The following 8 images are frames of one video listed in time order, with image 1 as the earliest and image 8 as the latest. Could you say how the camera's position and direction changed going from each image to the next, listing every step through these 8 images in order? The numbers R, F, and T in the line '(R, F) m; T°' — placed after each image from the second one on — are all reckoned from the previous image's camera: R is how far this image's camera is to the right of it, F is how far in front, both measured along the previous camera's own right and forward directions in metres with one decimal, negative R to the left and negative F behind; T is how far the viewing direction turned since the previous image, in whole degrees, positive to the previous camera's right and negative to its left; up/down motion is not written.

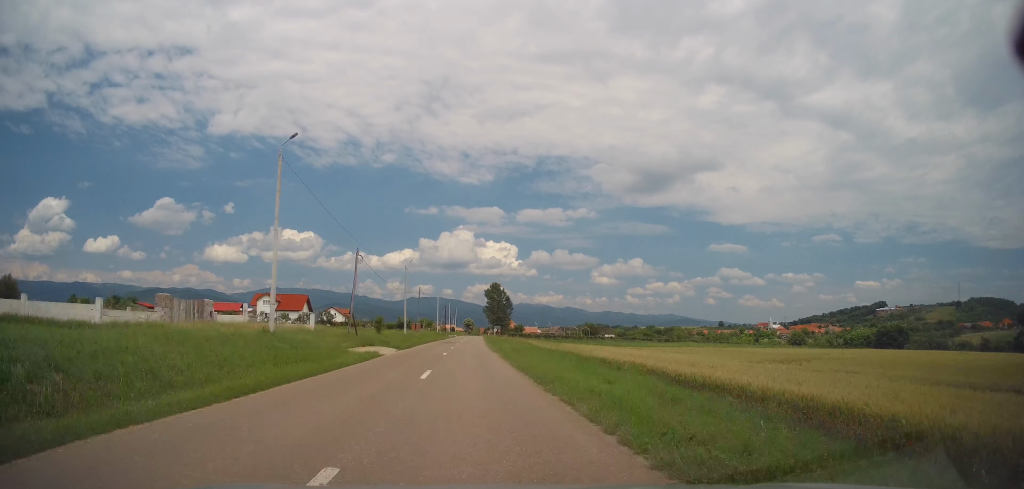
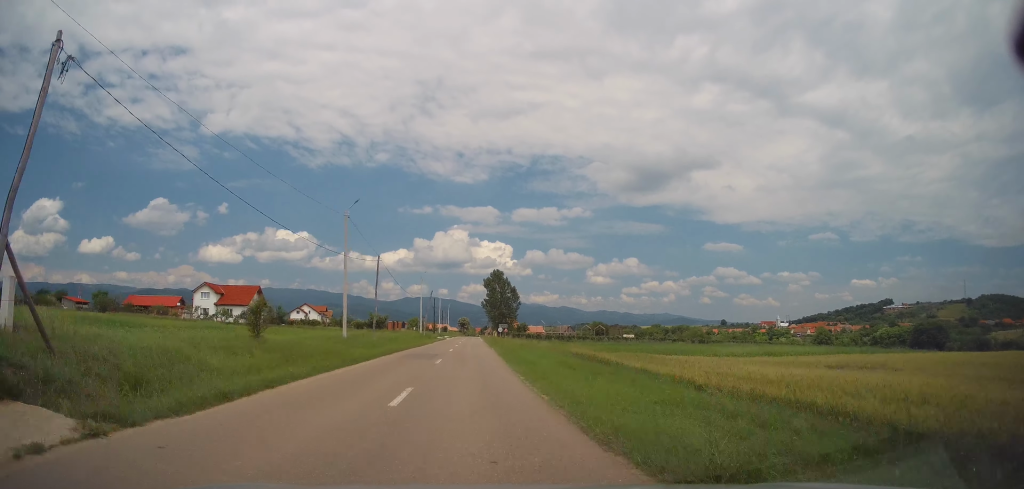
(0.0, +29.1) m; 0°
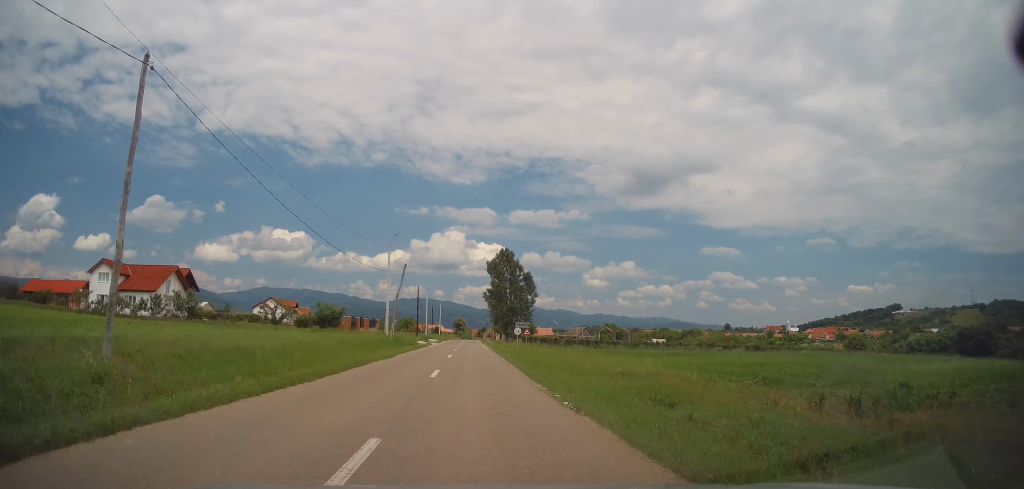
(0.0, +30.2) m; 0°
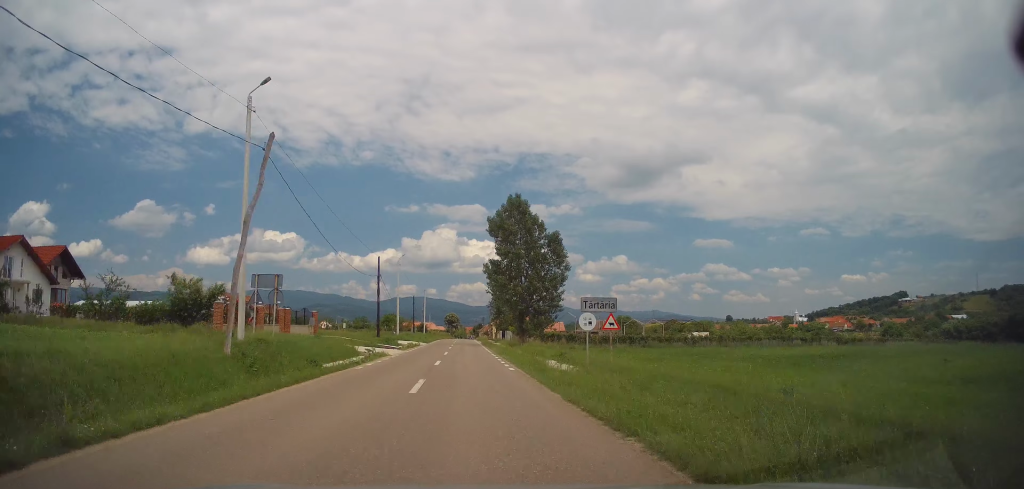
(+0.1, +29.6) m; +1°
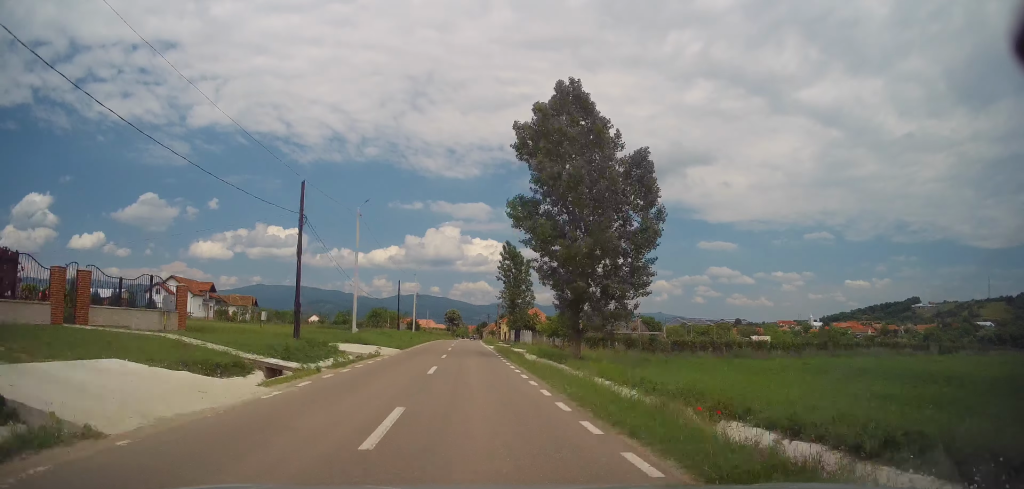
(+0.4, +23.6) m; 0°
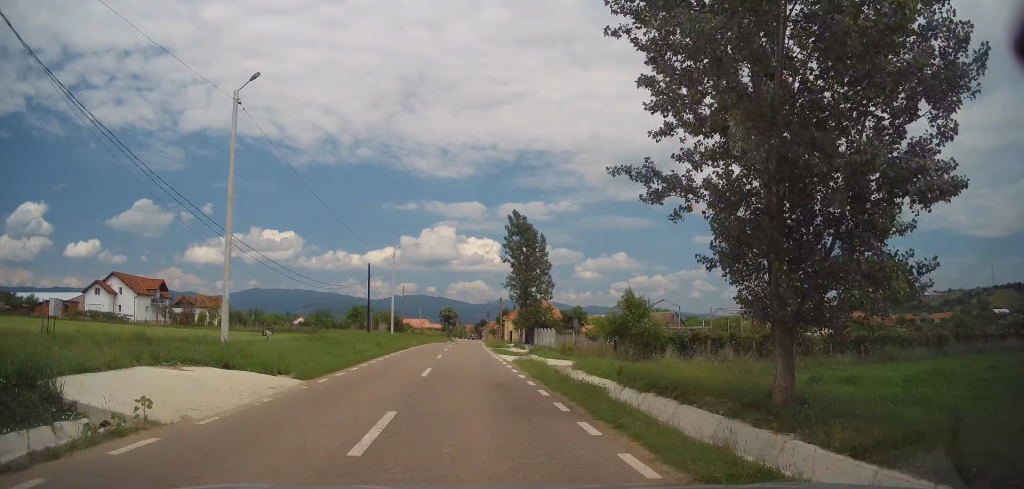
(-0.2, +18.5) m; -1°
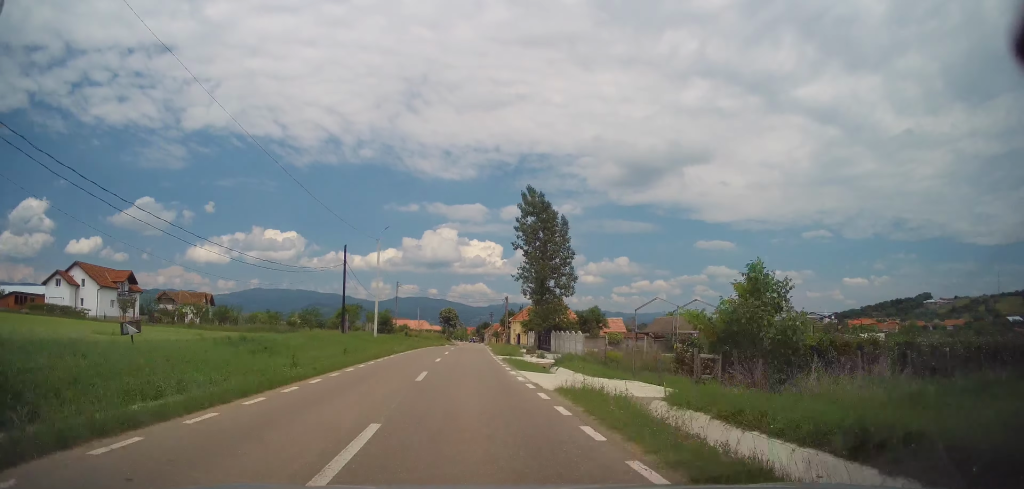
(0.0, +9.9) m; 0°
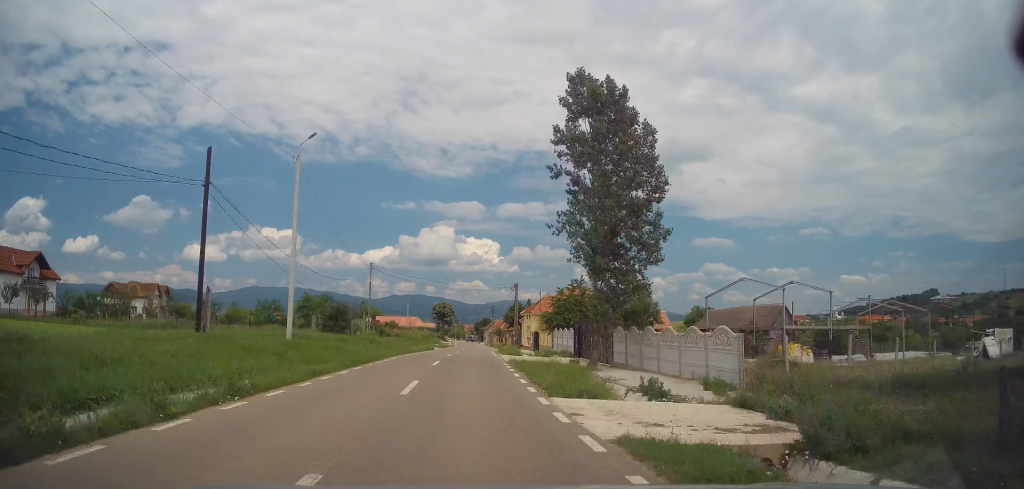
(+0.1, +20.9) m; +1°
